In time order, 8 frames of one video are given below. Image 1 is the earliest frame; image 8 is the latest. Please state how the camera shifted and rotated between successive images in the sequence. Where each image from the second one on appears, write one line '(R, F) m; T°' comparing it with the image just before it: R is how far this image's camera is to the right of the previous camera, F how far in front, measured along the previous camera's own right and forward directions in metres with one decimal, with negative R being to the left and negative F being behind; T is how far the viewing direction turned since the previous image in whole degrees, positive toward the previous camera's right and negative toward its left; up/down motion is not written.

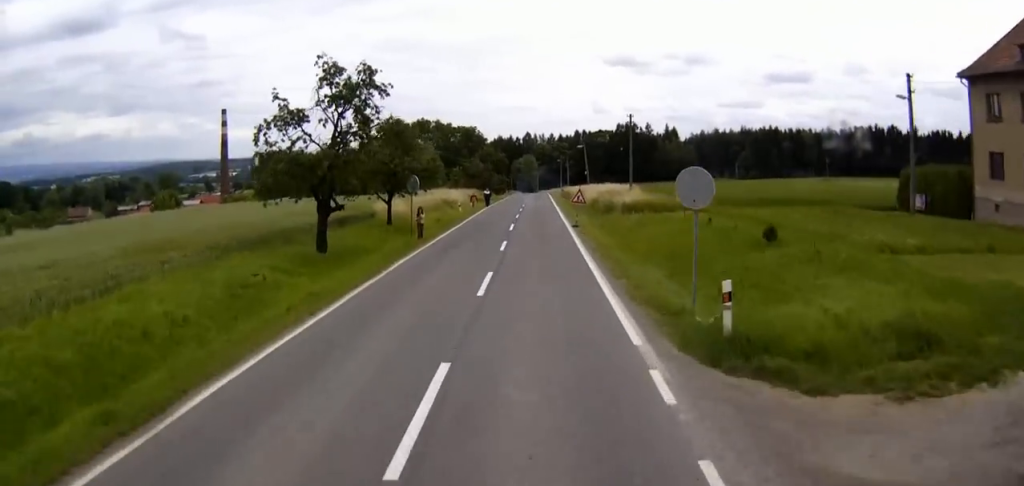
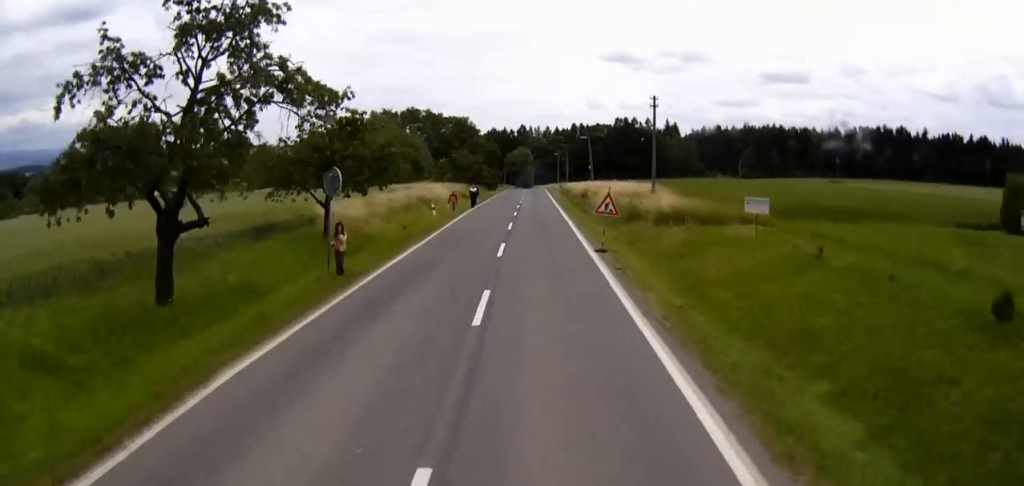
(0.0, +12.9) m; 0°
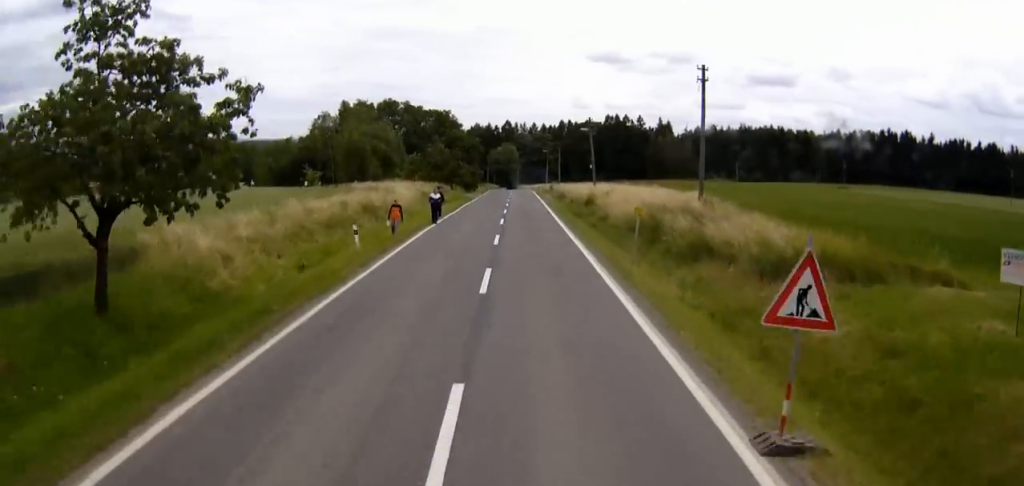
(+0.1, +16.4) m; 0°
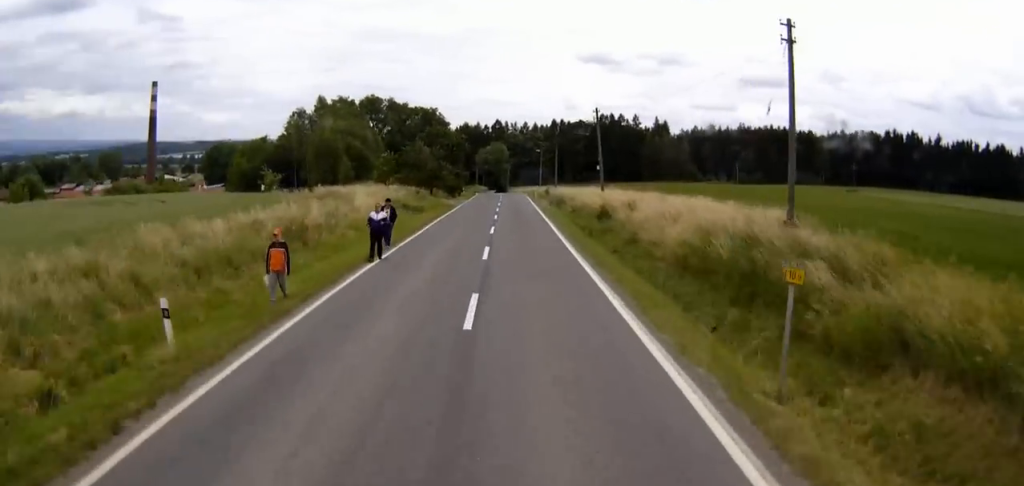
(0.0, +12.7) m; 0°
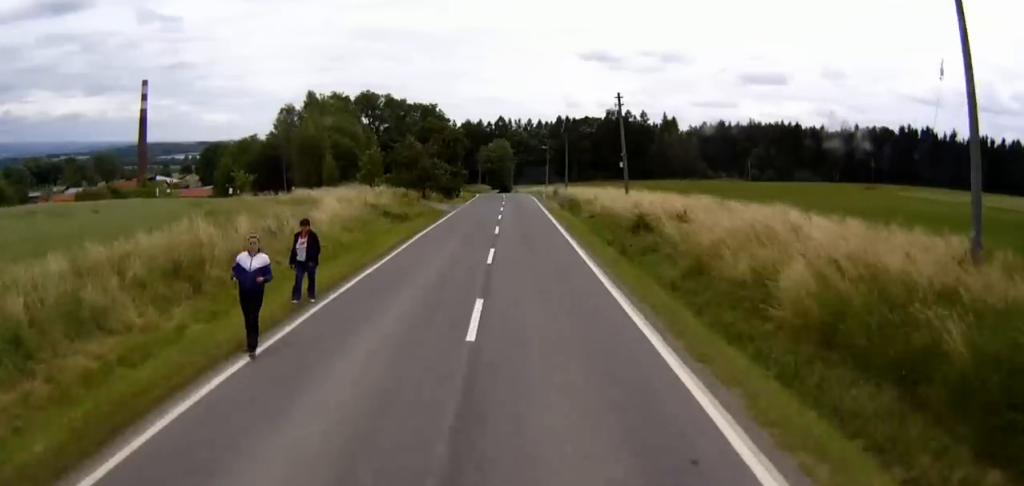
(0.0, +10.2) m; 0°
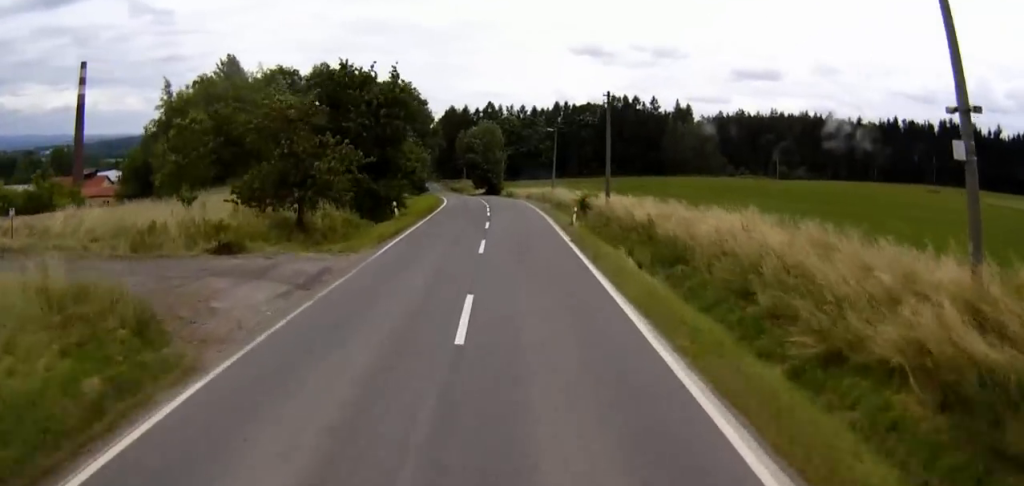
(+0.2, +38.7) m; 0°
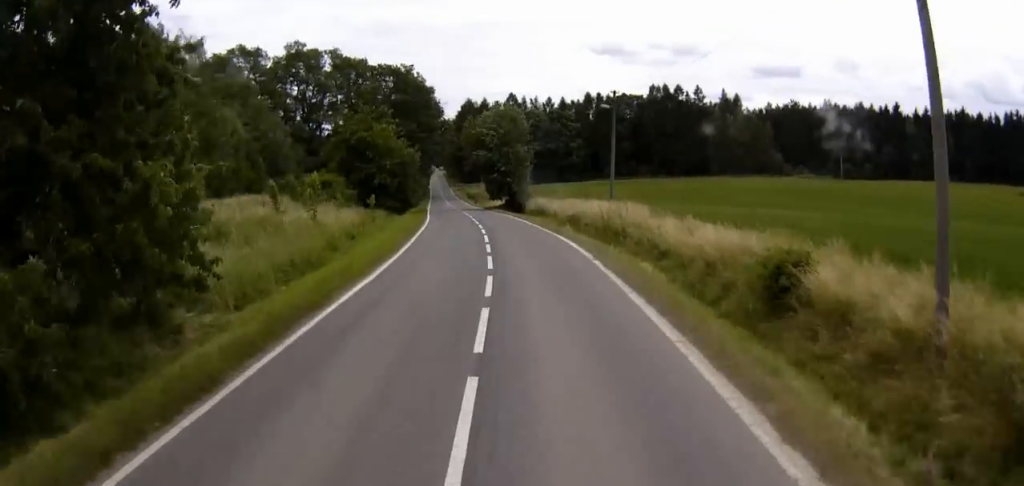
(-0.3, +32.6) m; -2°
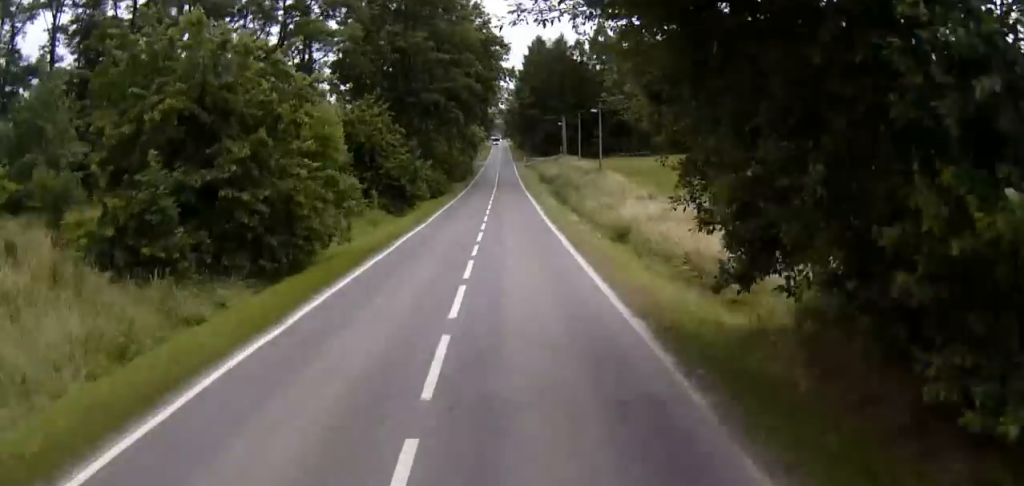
(-3.0, +69.7) m; -4°
